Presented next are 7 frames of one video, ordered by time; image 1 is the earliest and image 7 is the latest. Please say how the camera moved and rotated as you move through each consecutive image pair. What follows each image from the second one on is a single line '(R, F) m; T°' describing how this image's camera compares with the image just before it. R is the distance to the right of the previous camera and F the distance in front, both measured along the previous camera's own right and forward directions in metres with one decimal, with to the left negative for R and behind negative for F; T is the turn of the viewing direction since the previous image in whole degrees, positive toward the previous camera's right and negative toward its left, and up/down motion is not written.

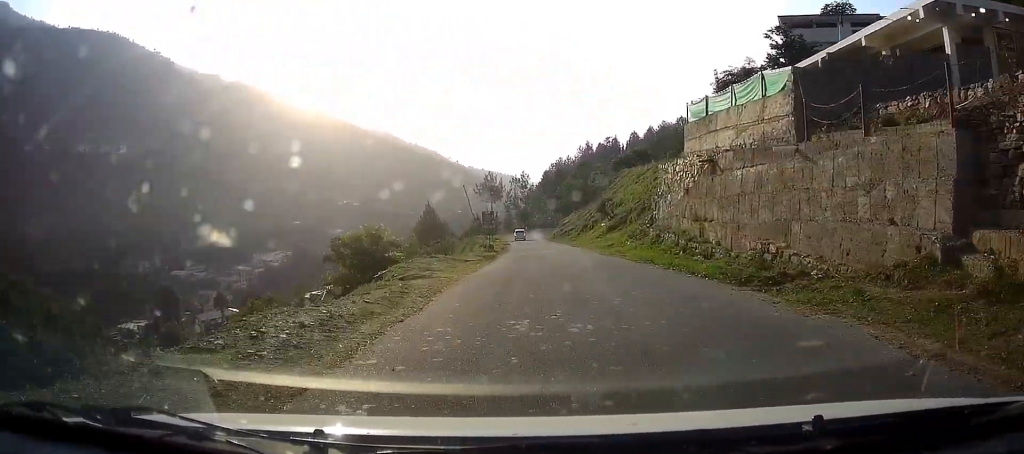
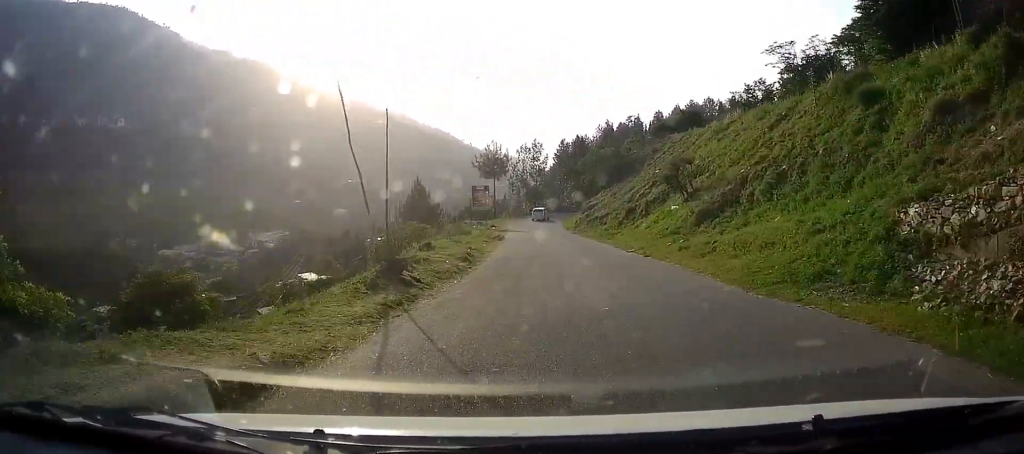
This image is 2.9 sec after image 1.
(-0.1, +25.8) m; -3°
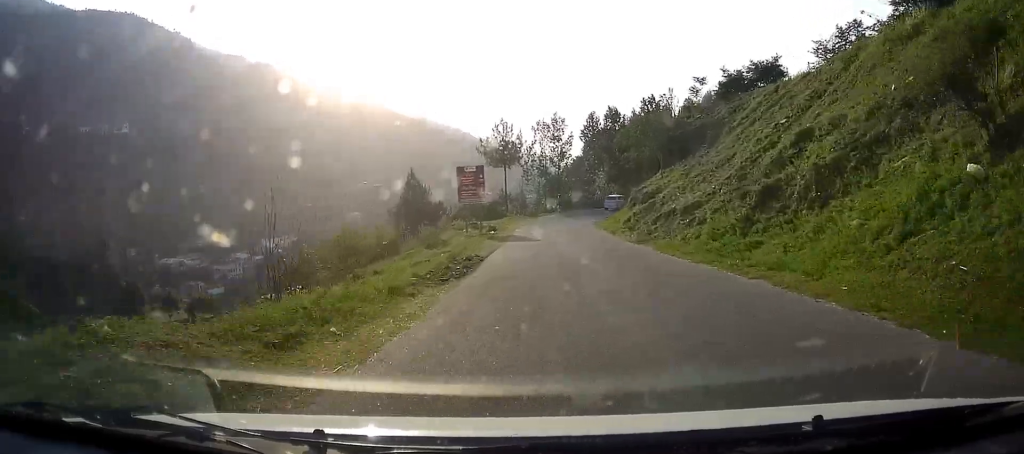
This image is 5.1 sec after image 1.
(-0.7, +20.8) m; -3°
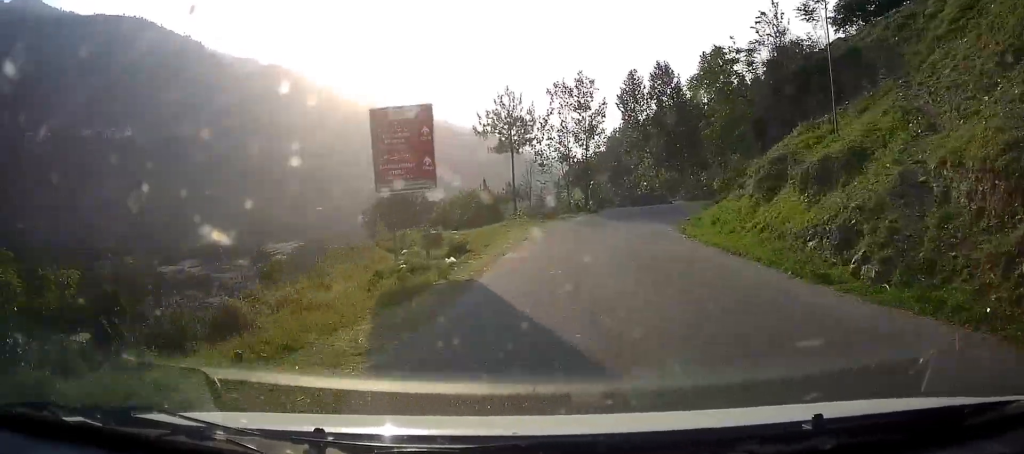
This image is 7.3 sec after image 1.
(-0.3, +20.6) m; +1°
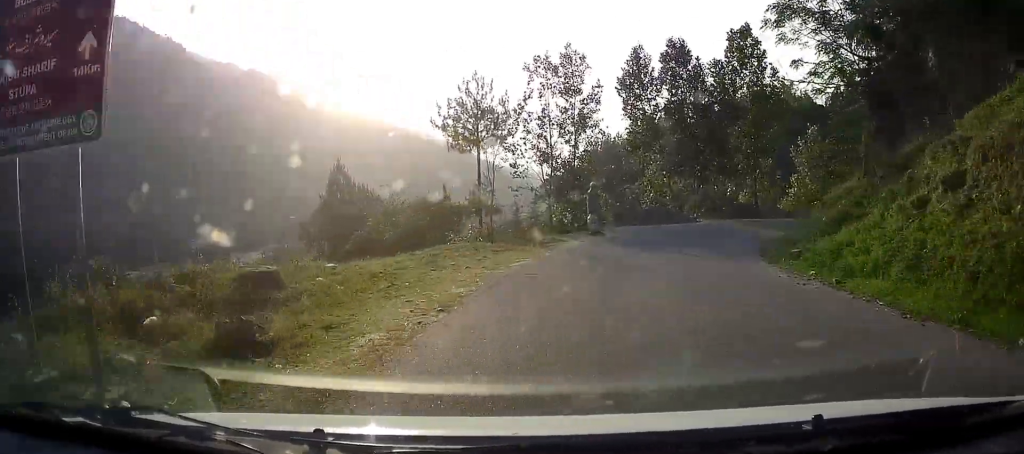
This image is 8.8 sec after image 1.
(+0.2, +13.0) m; +2°
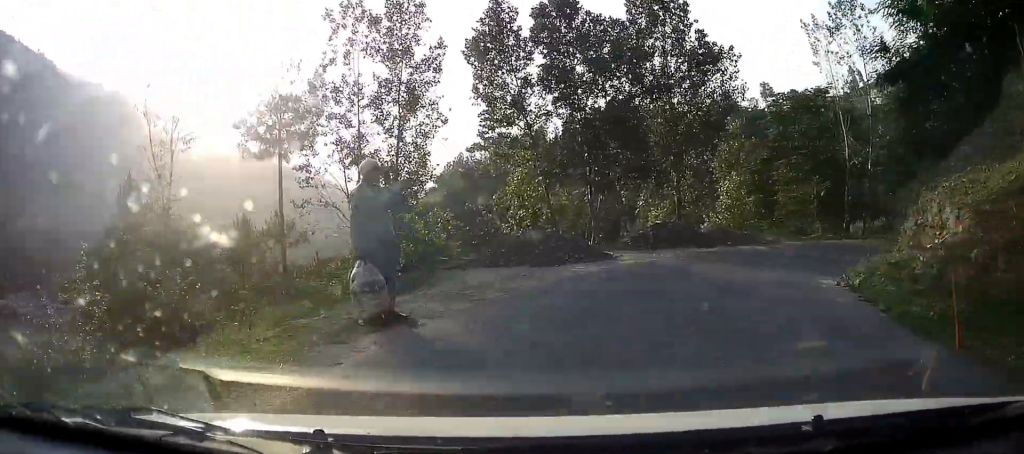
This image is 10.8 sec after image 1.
(+0.6, +15.4) m; +8°
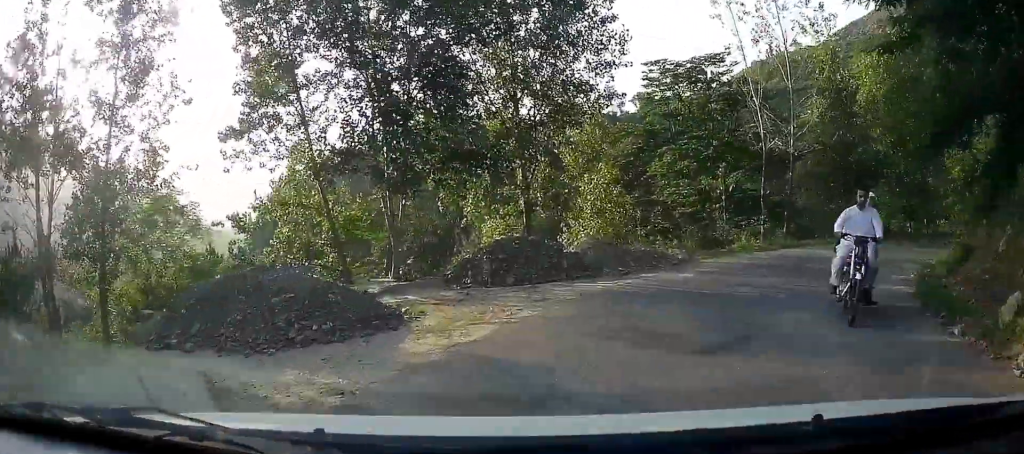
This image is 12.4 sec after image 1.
(+1.2, +10.4) m; +15°
